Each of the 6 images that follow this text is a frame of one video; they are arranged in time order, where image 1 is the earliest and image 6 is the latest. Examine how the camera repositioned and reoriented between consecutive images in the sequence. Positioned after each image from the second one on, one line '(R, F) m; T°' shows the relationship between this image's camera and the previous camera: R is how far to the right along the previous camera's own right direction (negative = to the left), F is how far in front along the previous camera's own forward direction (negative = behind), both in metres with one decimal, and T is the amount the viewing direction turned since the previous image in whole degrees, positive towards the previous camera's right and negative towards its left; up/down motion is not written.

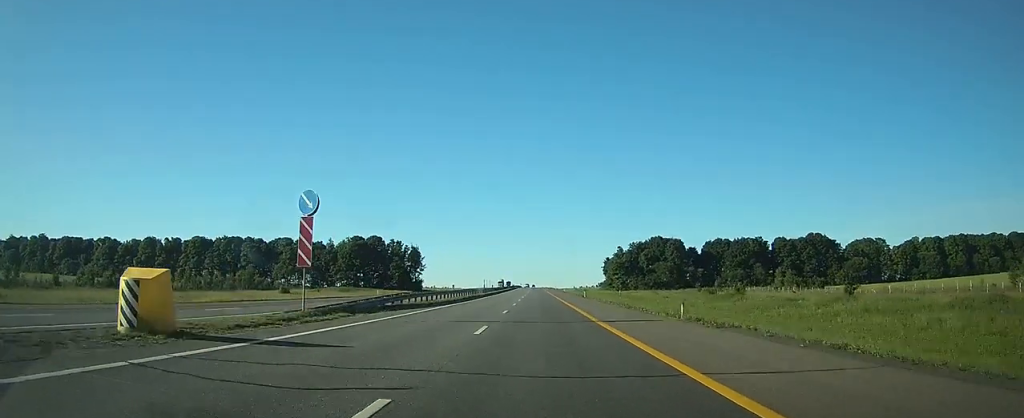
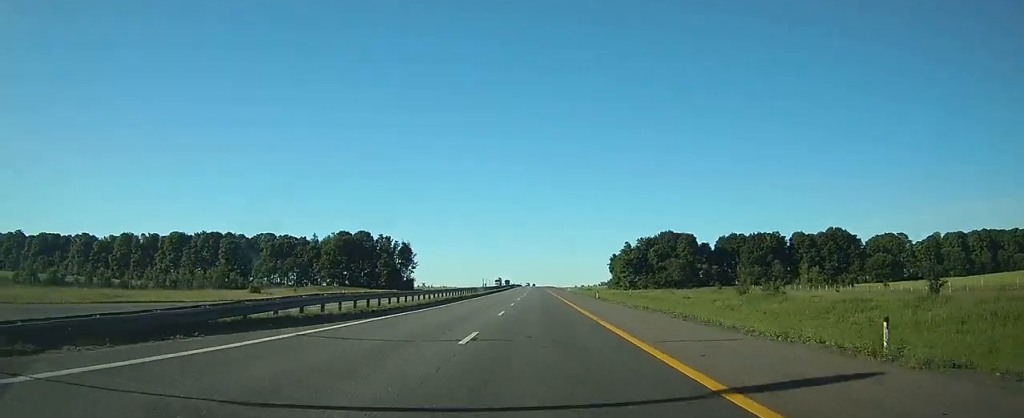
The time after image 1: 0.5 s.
(0.0, +14.9) m; 0°
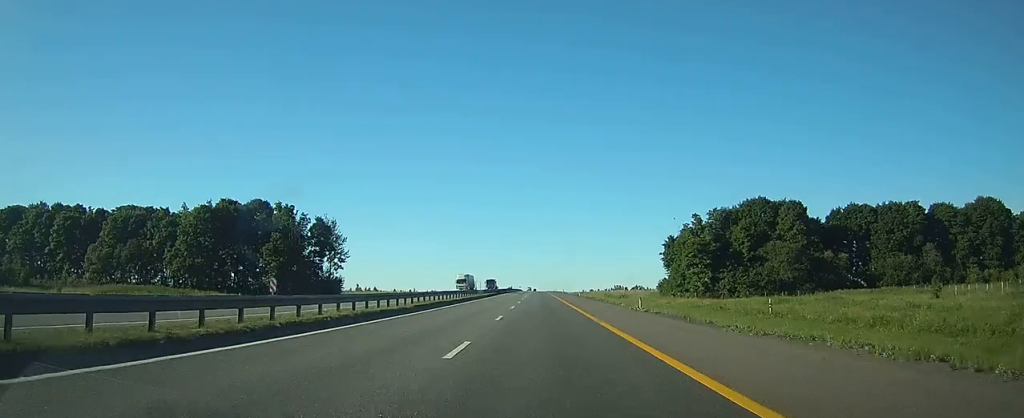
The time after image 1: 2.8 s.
(-0.2, +74.1) m; 0°
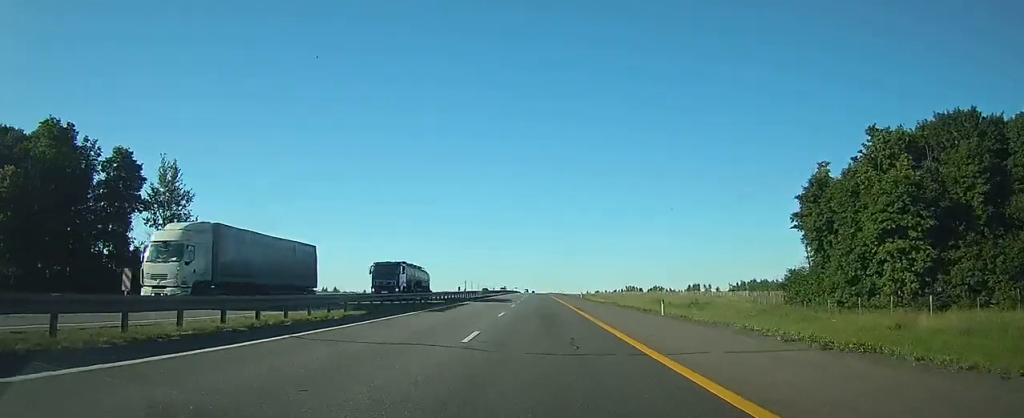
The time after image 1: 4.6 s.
(0.0, +57.1) m; 0°
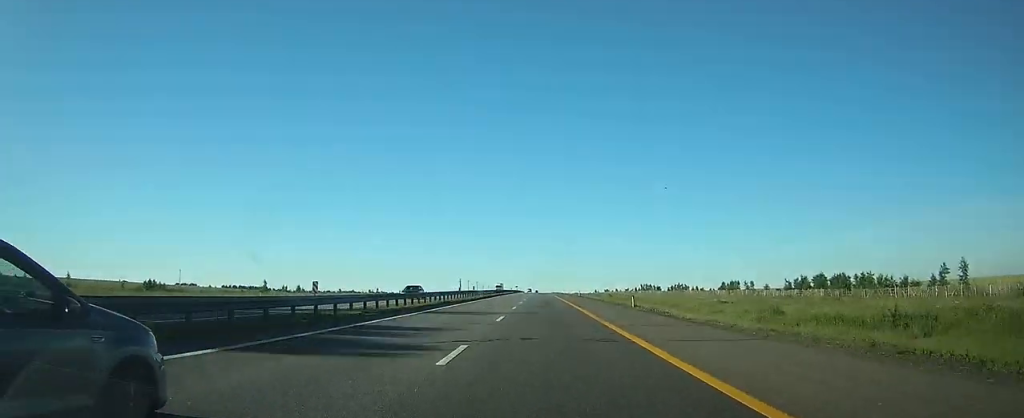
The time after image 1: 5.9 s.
(-0.1, +40.1) m; 0°
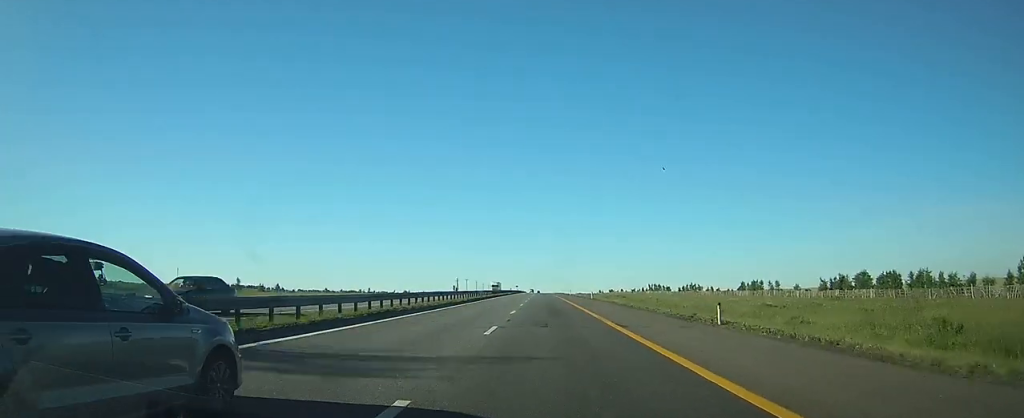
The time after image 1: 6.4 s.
(0.0, +17.9) m; 0°
